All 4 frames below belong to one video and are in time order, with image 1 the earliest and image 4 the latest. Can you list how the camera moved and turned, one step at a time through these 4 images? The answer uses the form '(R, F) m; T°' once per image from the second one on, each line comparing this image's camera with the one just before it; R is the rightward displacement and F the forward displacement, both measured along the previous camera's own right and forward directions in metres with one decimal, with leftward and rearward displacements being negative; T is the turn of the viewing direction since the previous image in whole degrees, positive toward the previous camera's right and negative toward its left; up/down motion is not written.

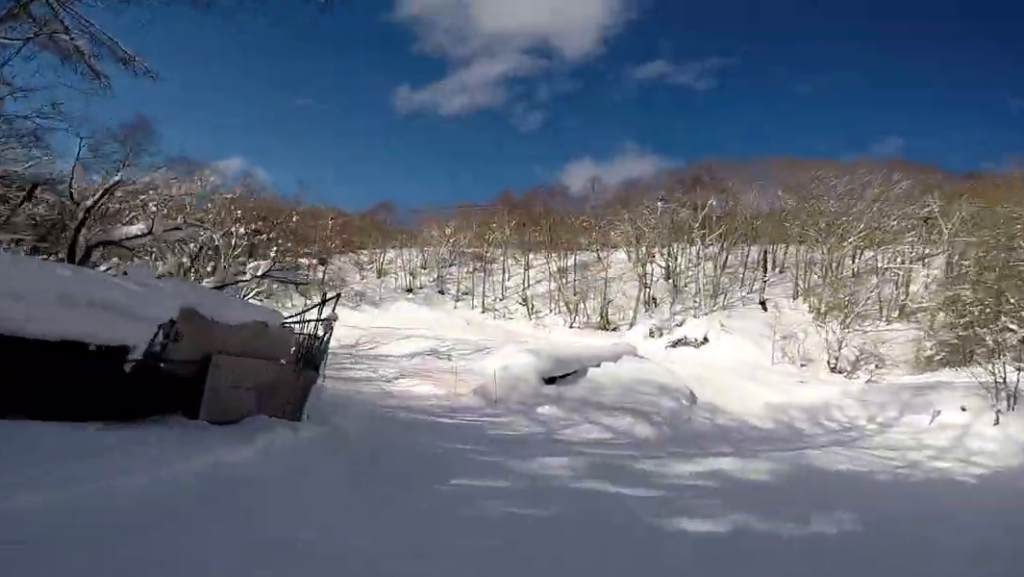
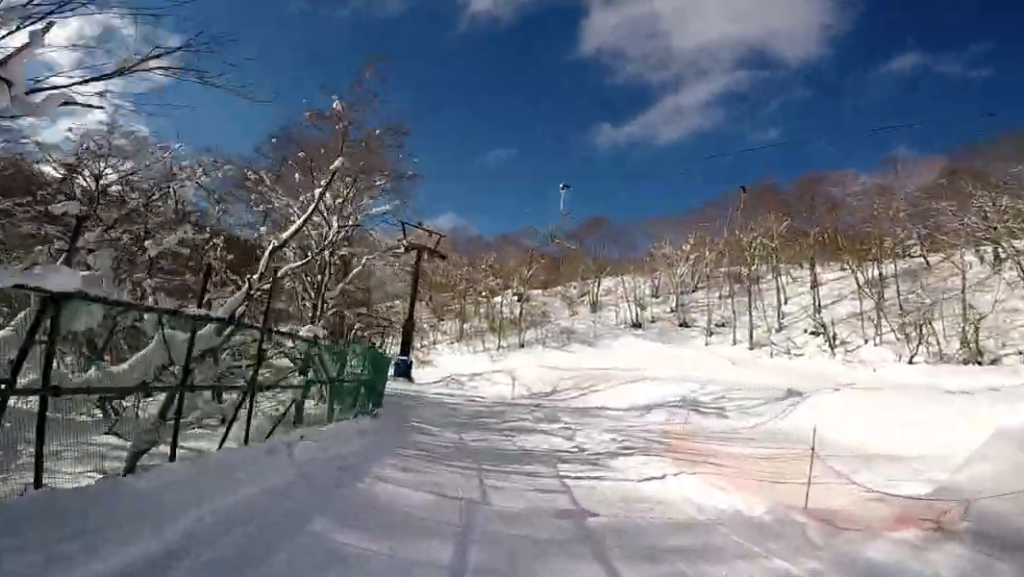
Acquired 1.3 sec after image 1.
(-2.2, +10.1) m; -27°
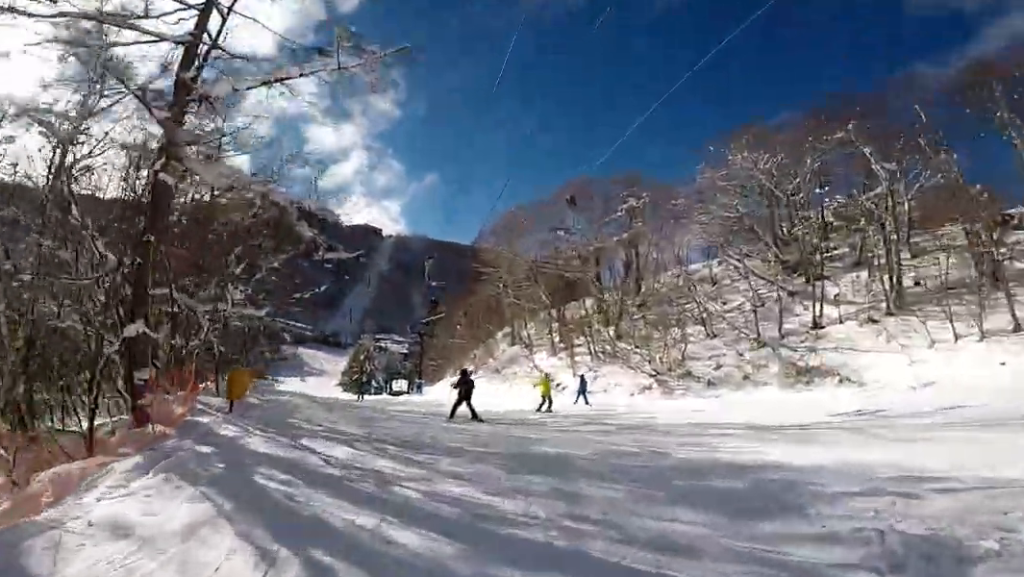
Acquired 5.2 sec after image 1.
(-7.1, +26.1) m; -37°
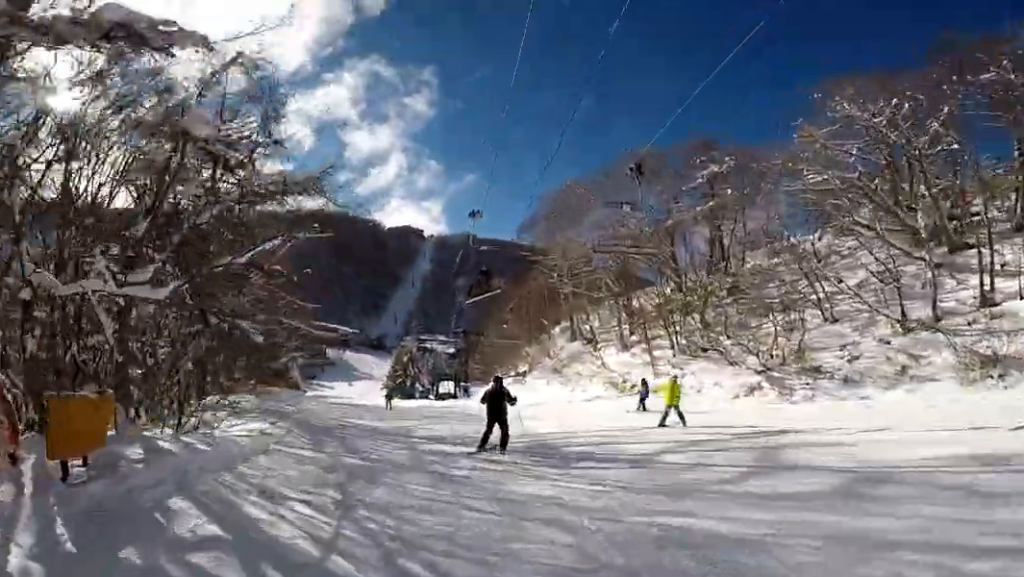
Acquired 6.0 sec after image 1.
(-0.1, +5.5) m; -5°
